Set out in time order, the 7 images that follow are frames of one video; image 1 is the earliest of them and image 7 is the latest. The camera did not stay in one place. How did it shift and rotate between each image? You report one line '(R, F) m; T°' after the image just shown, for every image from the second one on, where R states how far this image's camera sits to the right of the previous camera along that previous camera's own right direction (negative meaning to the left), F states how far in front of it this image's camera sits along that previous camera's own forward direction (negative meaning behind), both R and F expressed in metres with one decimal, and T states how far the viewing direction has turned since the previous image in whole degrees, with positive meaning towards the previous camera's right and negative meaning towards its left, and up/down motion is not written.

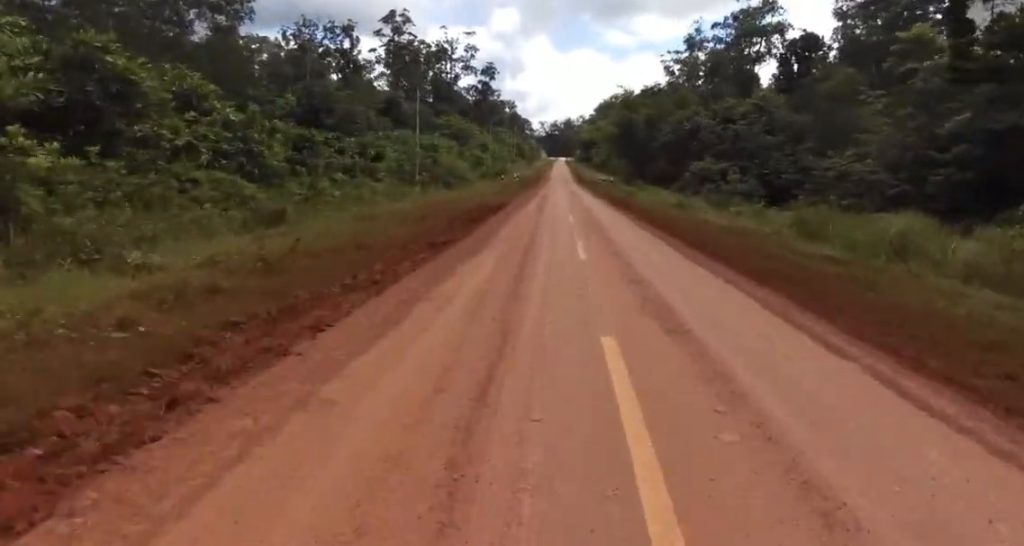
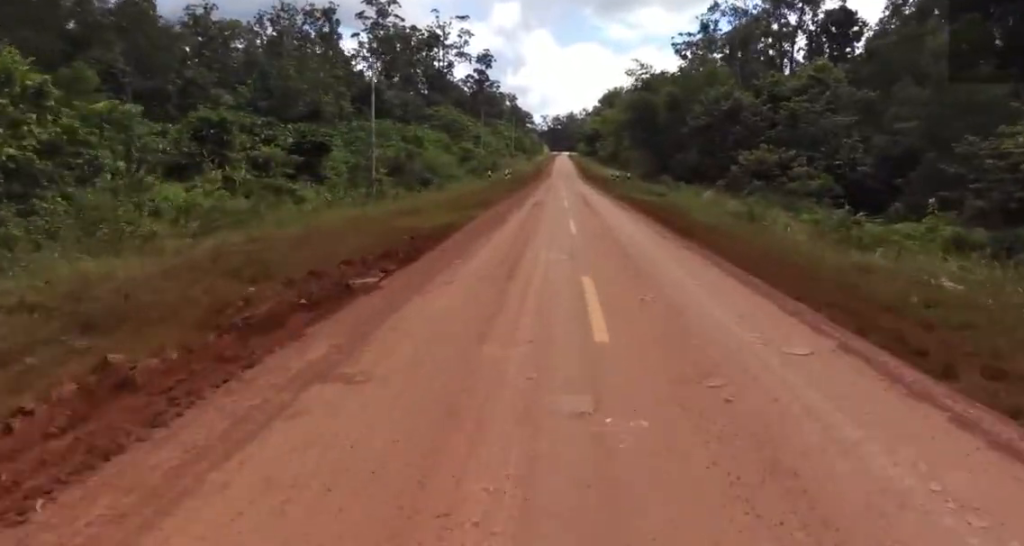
(+0.1, +14.0) m; 0°
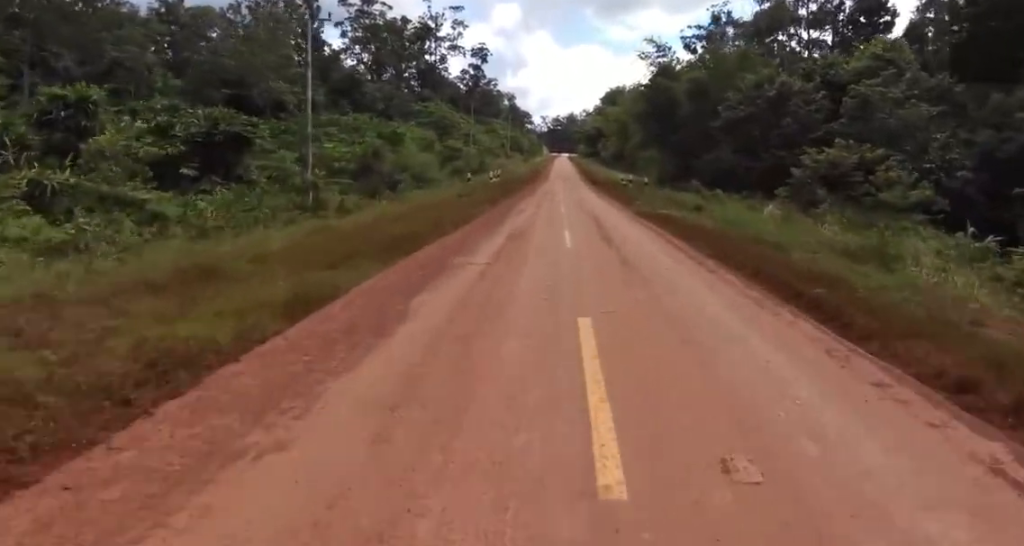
(0.0, +10.5) m; -1°
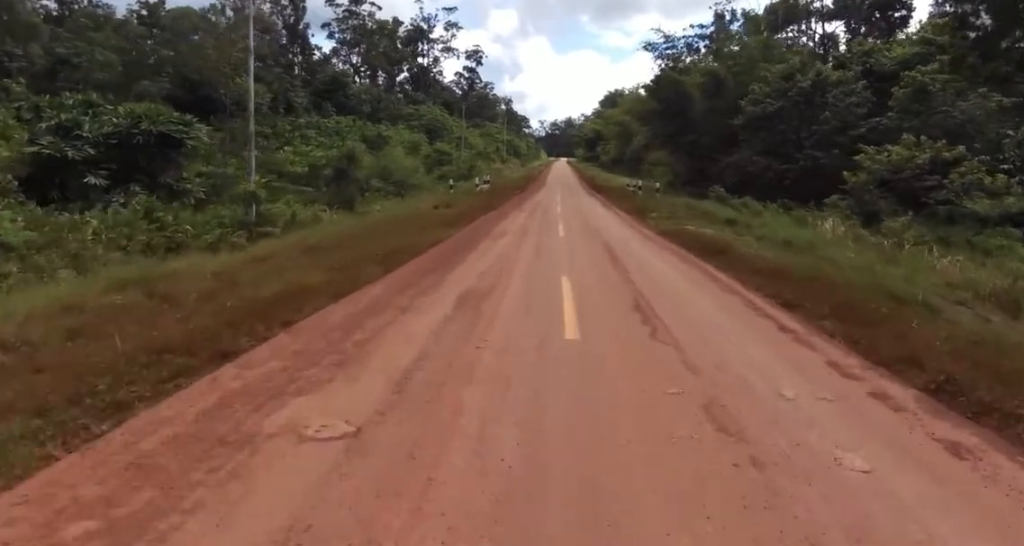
(-0.1, +5.5) m; -1°
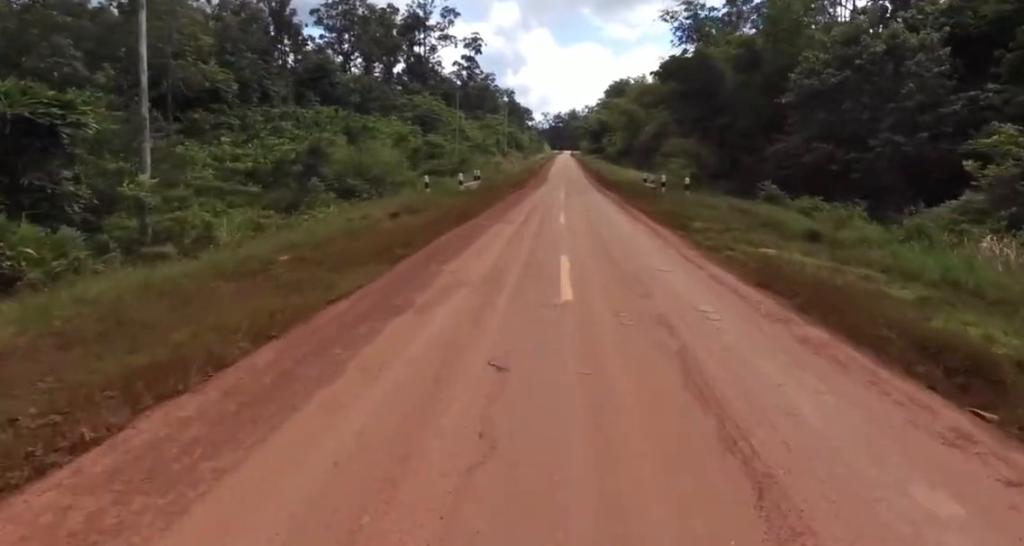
(-0.1, +6.8) m; 0°
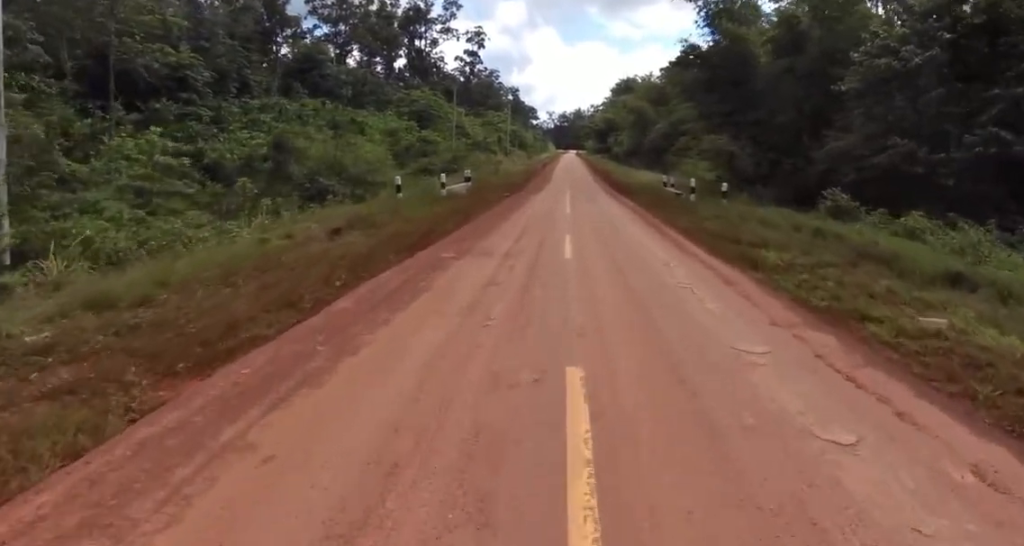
(0.0, +5.3) m; +3°
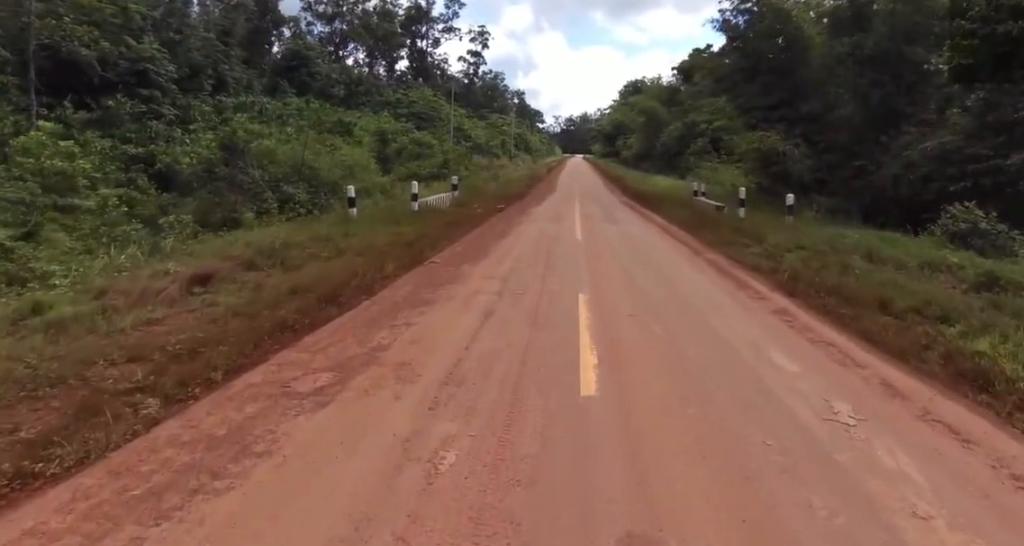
(+0.5, +4.8) m; +4°
